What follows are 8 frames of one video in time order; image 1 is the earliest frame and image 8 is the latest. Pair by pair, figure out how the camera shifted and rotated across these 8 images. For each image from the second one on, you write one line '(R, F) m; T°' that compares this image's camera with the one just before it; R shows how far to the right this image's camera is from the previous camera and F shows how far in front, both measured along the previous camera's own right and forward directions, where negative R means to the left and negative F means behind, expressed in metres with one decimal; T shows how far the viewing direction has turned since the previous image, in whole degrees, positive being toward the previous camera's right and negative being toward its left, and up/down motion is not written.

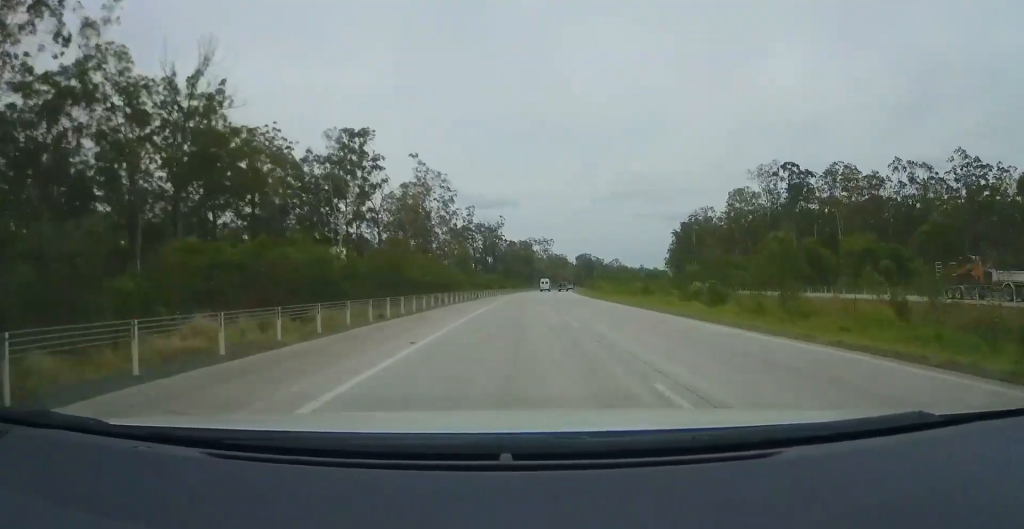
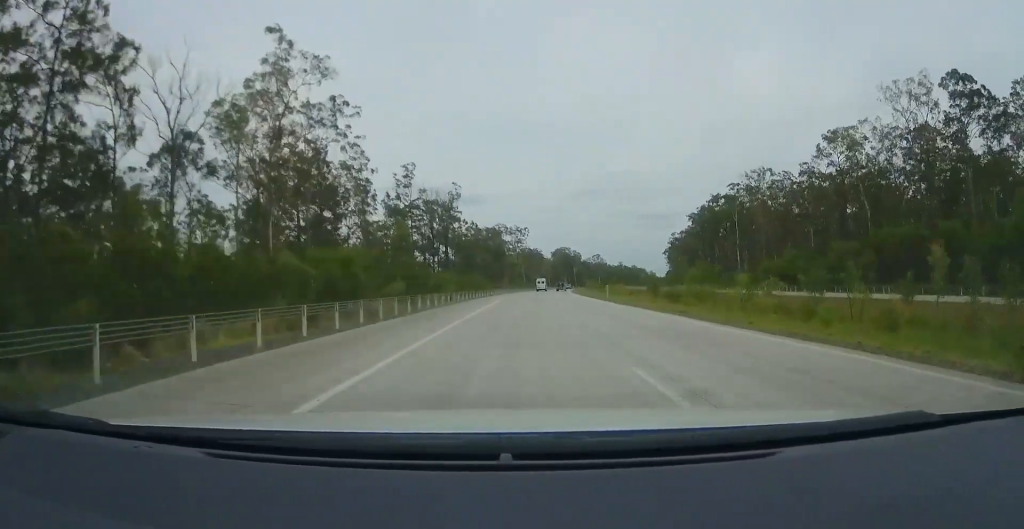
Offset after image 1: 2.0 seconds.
(-0.1, +59.7) m; +1°
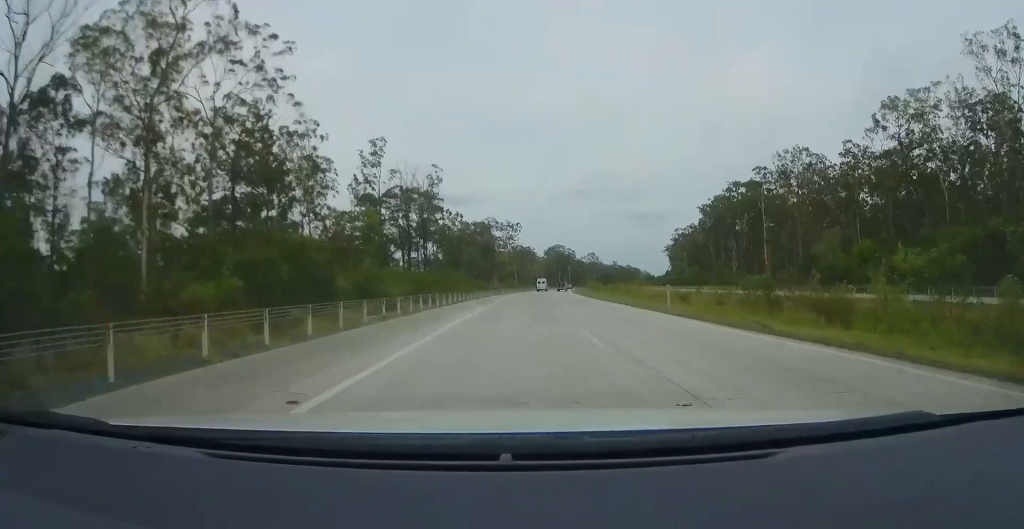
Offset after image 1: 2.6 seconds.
(+0.2, +19.6) m; +1°
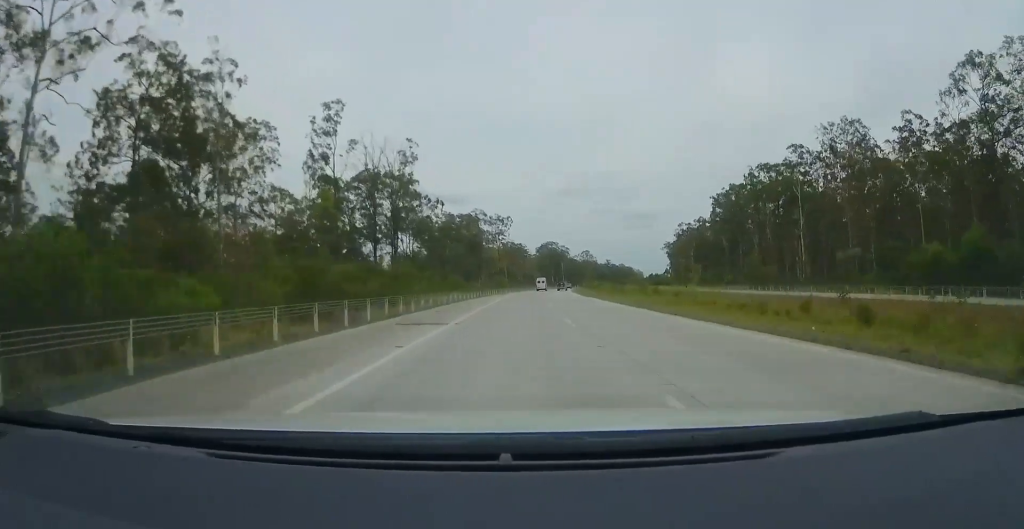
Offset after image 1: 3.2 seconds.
(+0.3, +19.6) m; +1°
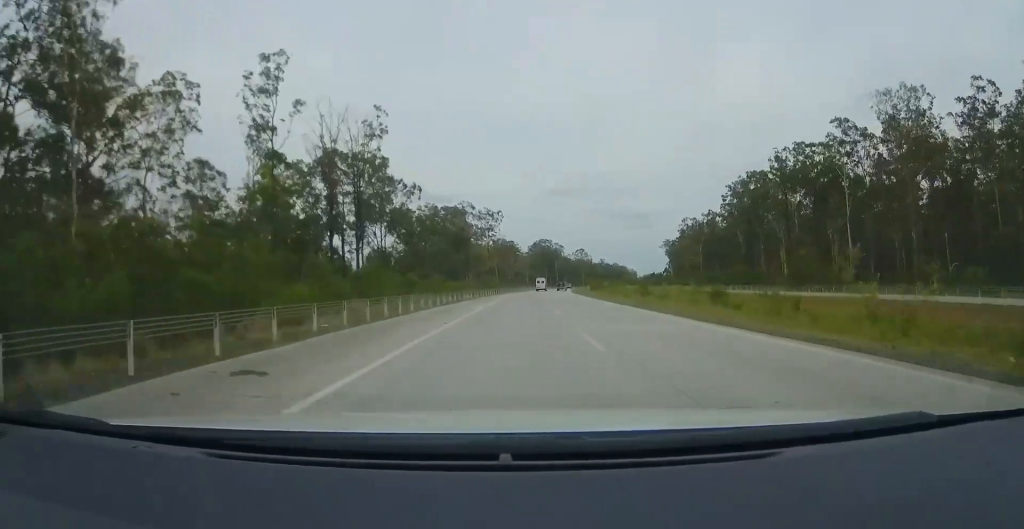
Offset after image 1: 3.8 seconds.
(0.0, +17.1) m; +1°
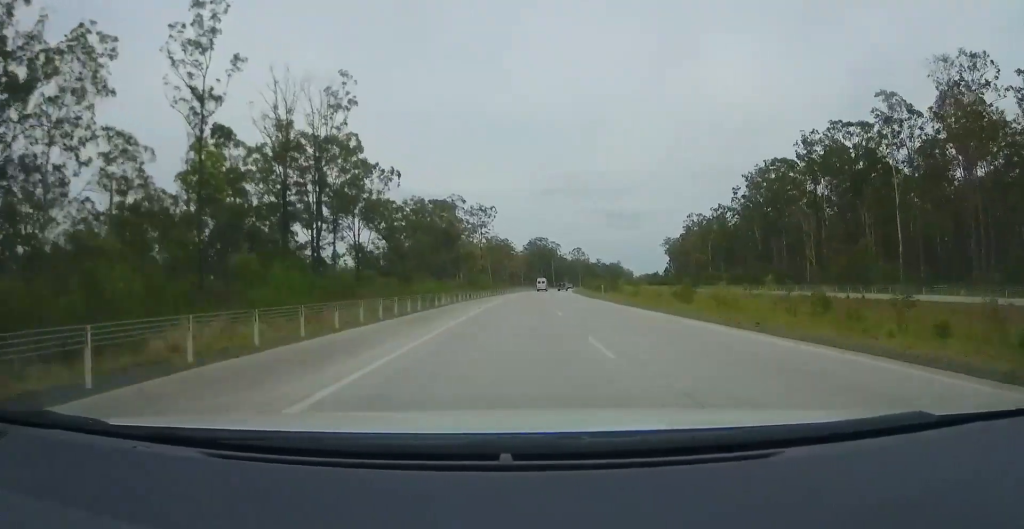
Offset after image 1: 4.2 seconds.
(-0.3, +13.4) m; +1°
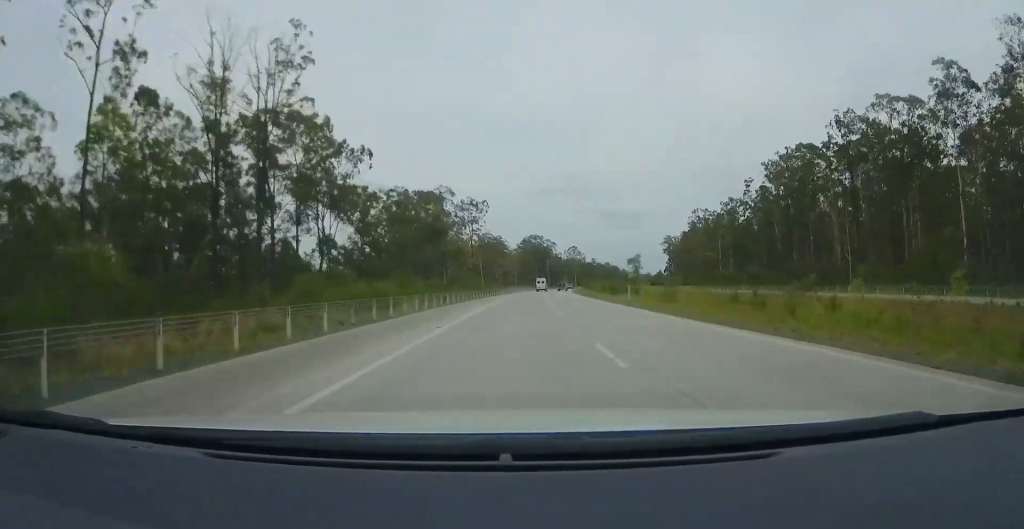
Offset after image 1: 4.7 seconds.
(+0.5, +13.5) m; +1°
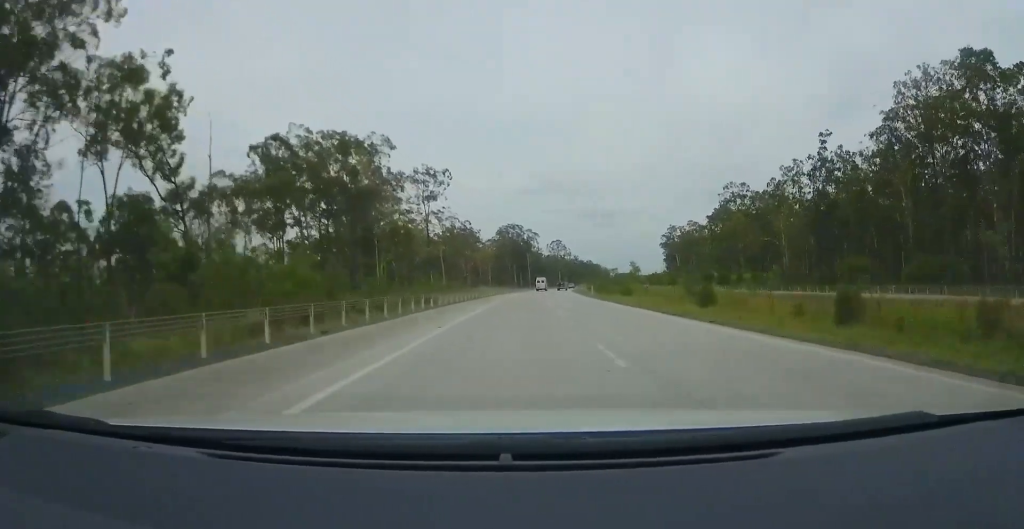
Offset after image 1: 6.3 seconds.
(+0.6, +48.7) m; +2°
